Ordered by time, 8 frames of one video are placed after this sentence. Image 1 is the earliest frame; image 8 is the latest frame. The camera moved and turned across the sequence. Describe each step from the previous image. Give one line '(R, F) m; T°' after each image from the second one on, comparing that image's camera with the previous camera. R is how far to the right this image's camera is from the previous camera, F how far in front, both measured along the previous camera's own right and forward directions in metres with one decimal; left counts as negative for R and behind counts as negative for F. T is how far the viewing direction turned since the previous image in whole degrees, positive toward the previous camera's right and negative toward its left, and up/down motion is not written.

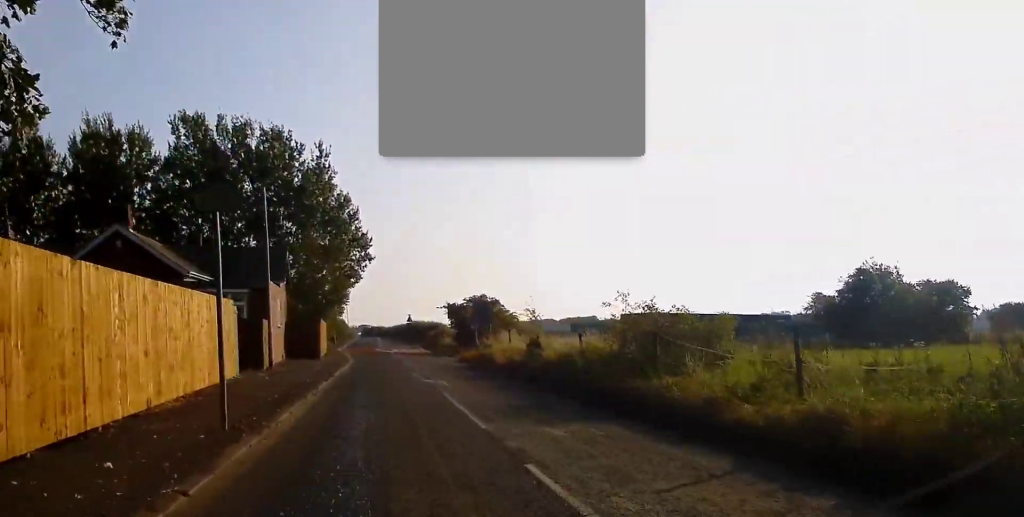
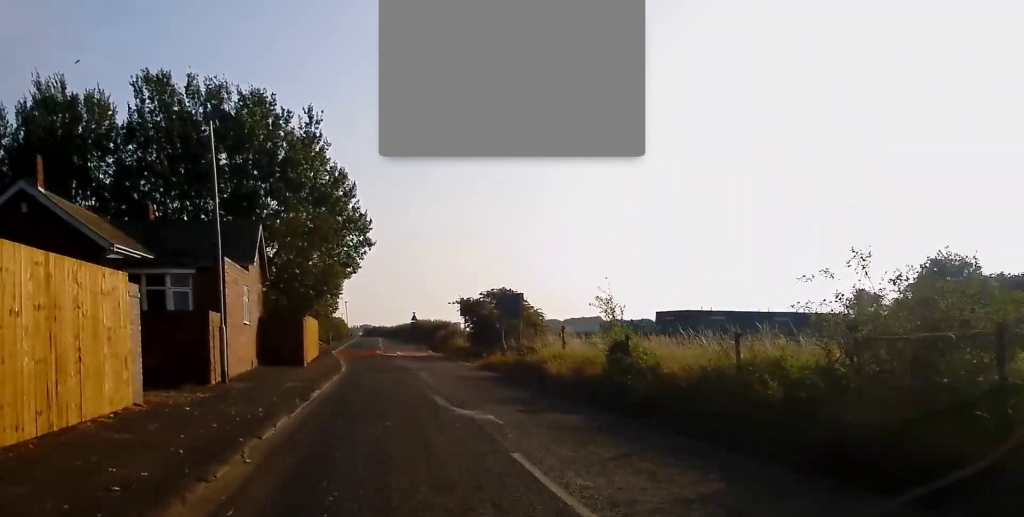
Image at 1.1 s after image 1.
(-0.5, +8.4) m; -3°
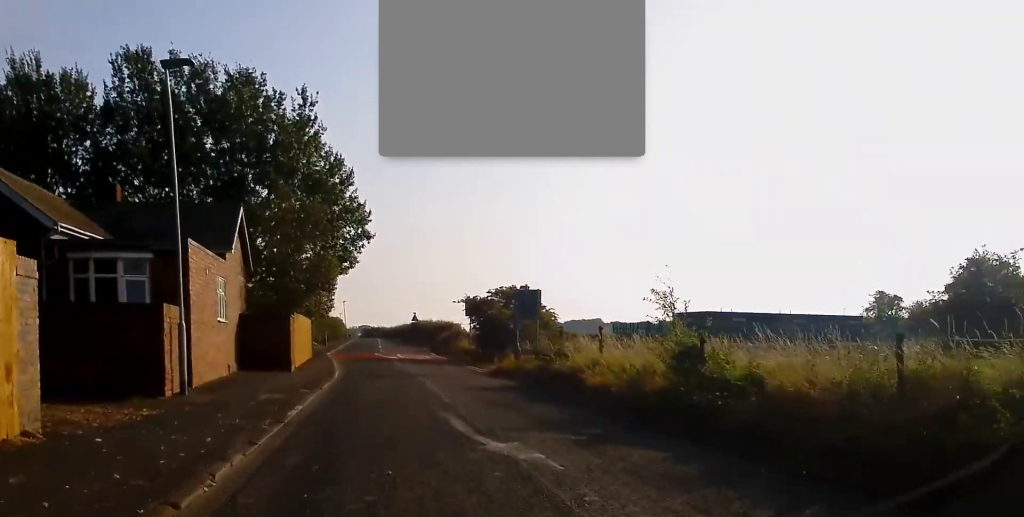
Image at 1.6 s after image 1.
(-0.1, +3.7) m; +2°
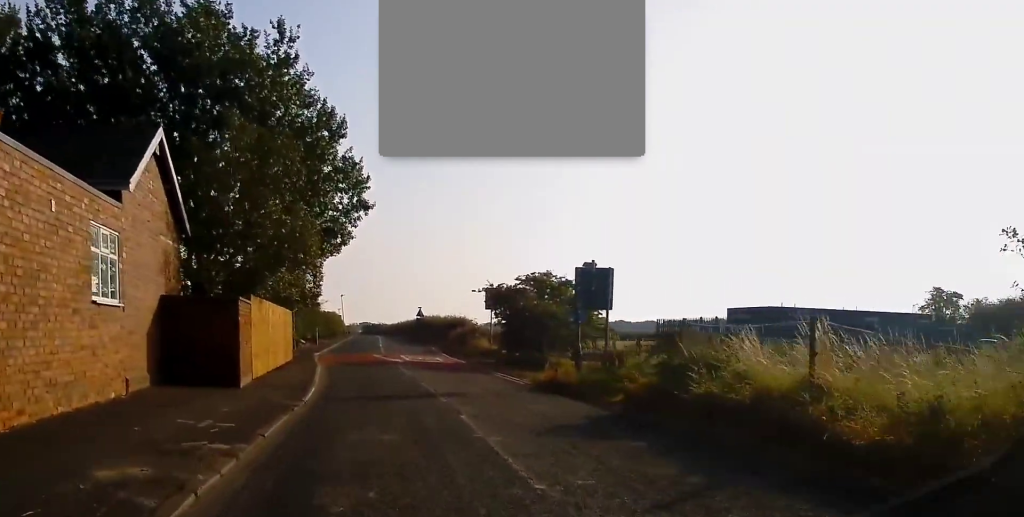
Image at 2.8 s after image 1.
(+0.5, +9.0) m; +2°
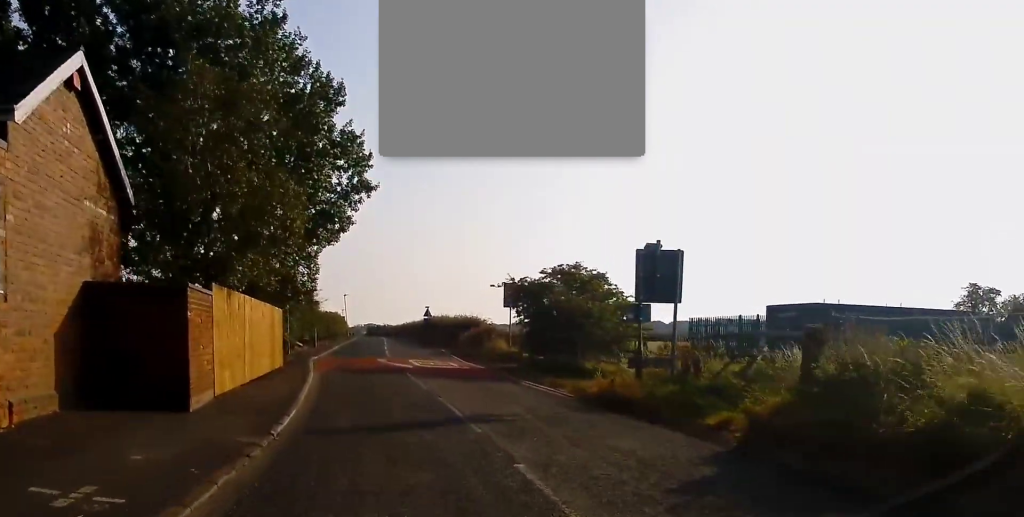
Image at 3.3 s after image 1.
(-0.2, +4.4) m; -2°
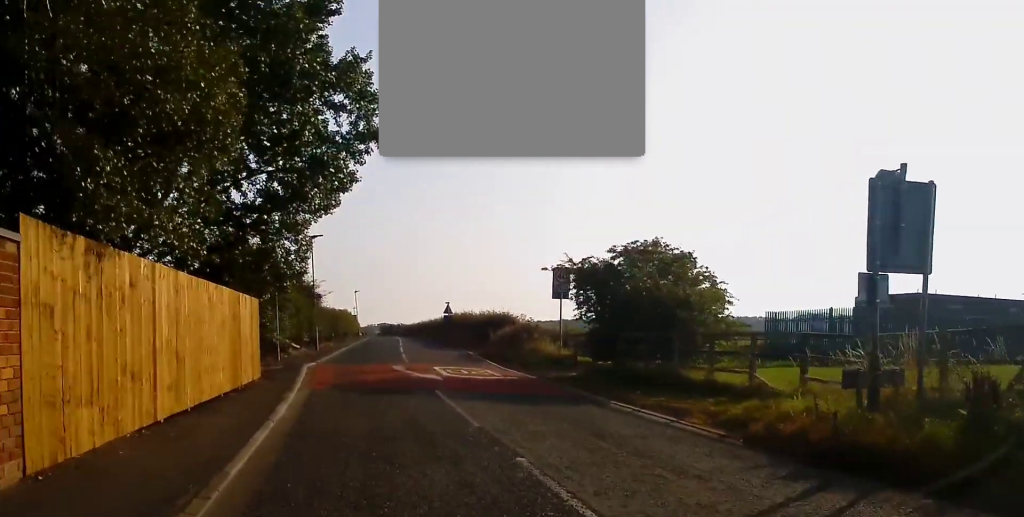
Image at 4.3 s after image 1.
(-0.3, +7.6) m; -2°
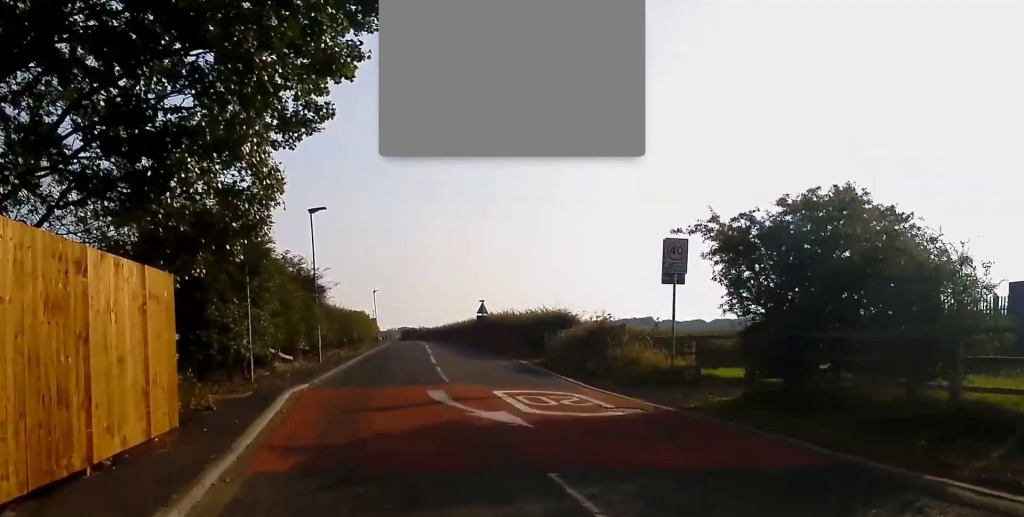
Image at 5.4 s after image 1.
(0.0, +9.2) m; -2°
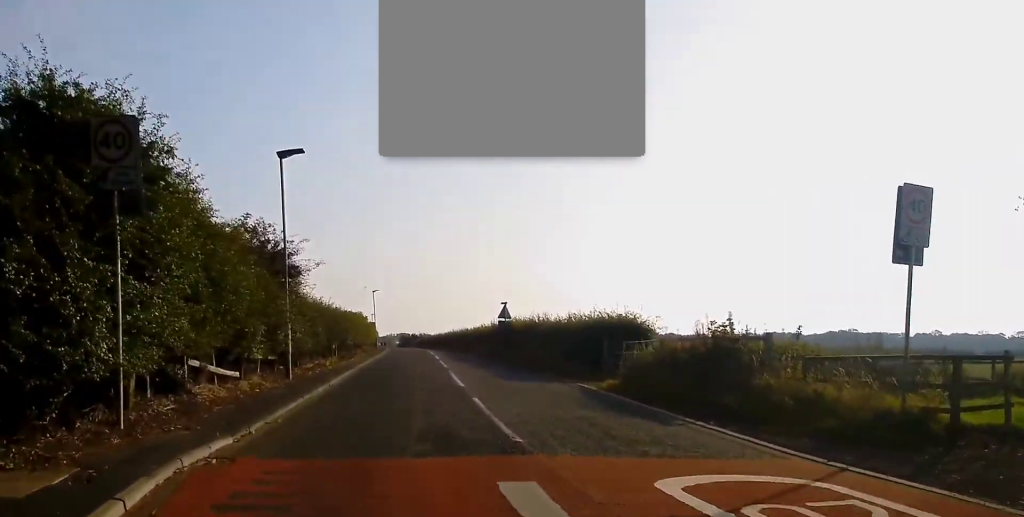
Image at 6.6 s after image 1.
(-0.5, +9.1) m; -2°
